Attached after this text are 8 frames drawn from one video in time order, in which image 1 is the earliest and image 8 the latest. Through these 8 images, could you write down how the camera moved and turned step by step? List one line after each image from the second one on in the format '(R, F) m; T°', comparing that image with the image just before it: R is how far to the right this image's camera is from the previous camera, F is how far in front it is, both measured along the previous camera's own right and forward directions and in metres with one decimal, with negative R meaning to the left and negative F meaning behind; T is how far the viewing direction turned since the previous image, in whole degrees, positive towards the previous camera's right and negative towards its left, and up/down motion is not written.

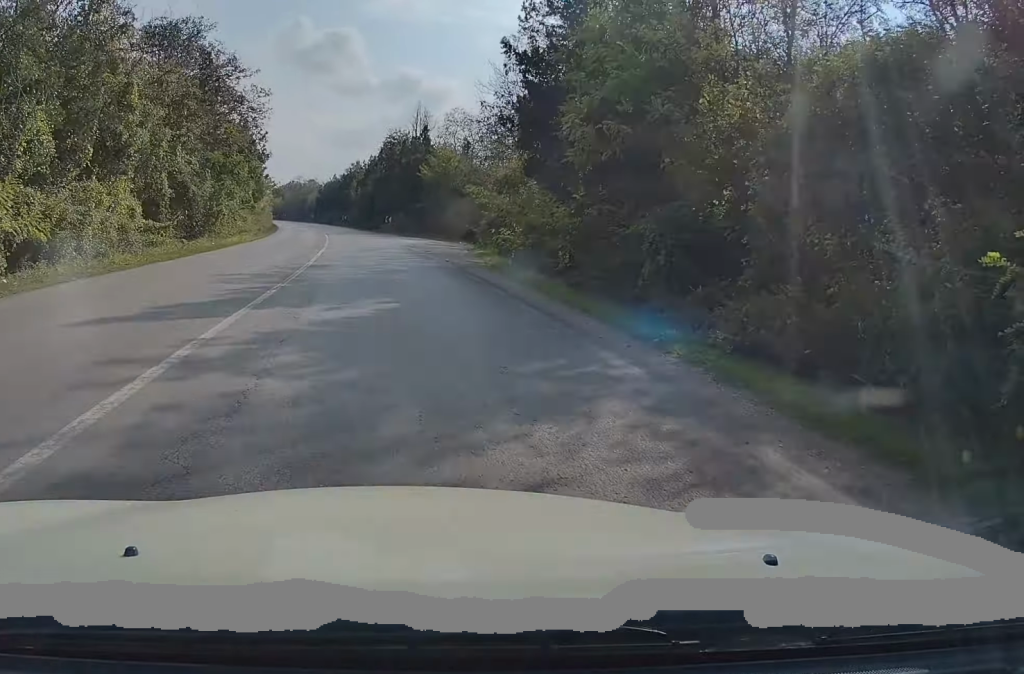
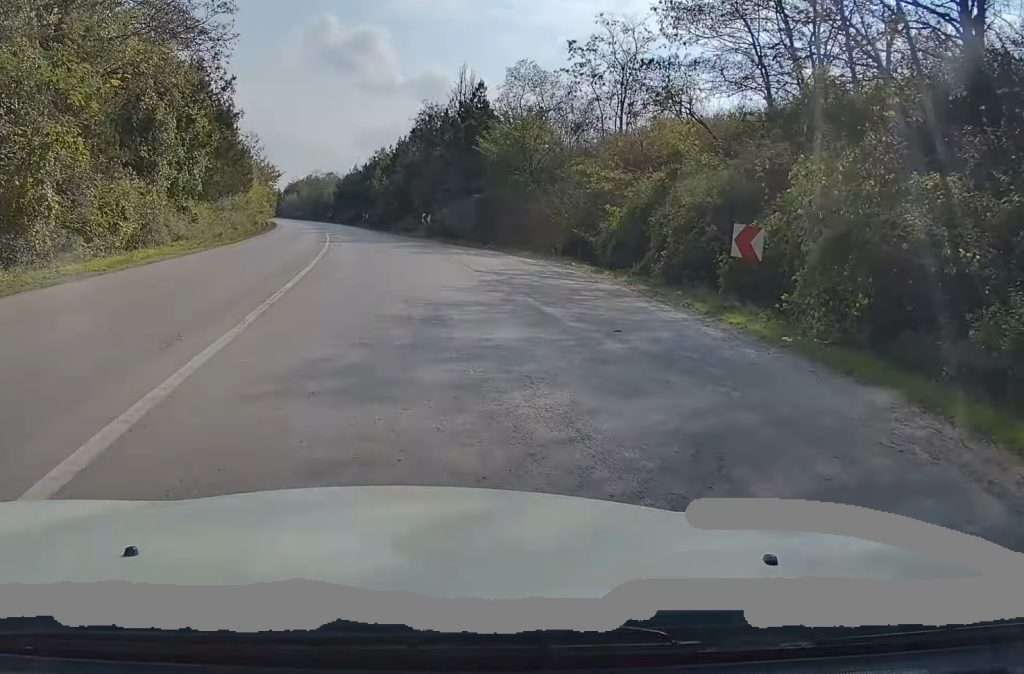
(-0.8, +25.1) m; -3°
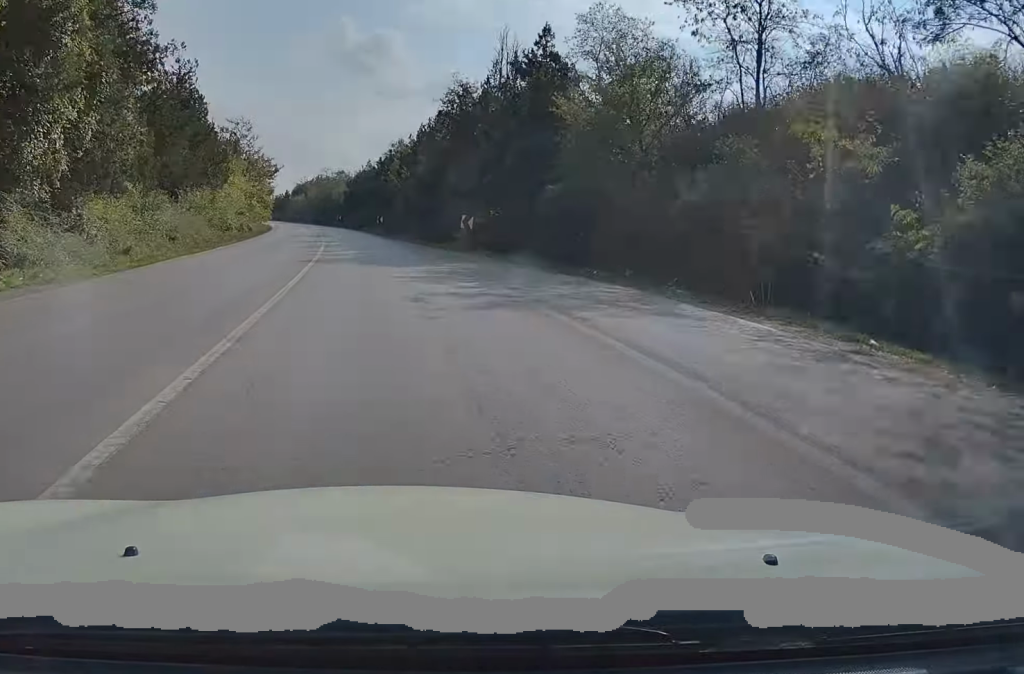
(-0.2, +17.2) m; -1°
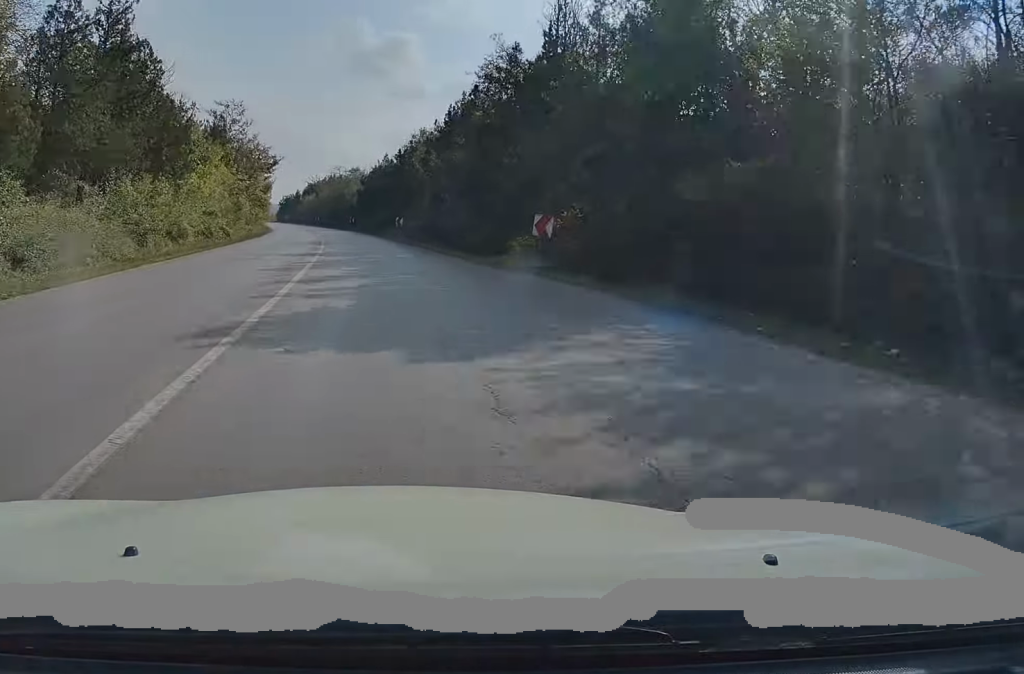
(+0.1, +14.4) m; -1°
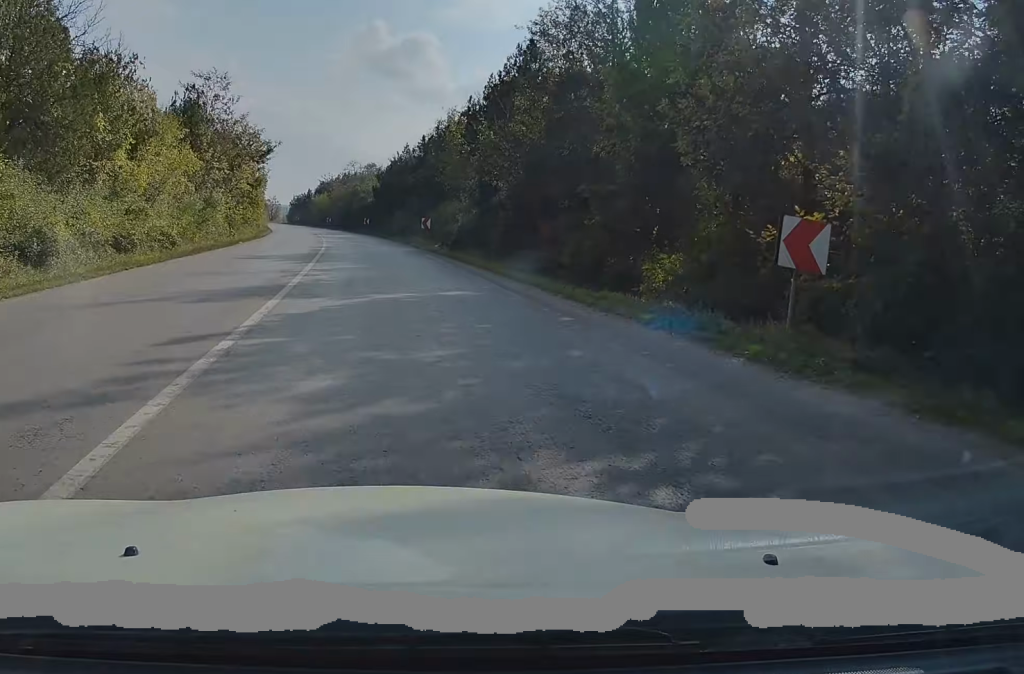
(-0.2, +14.4) m; -1°
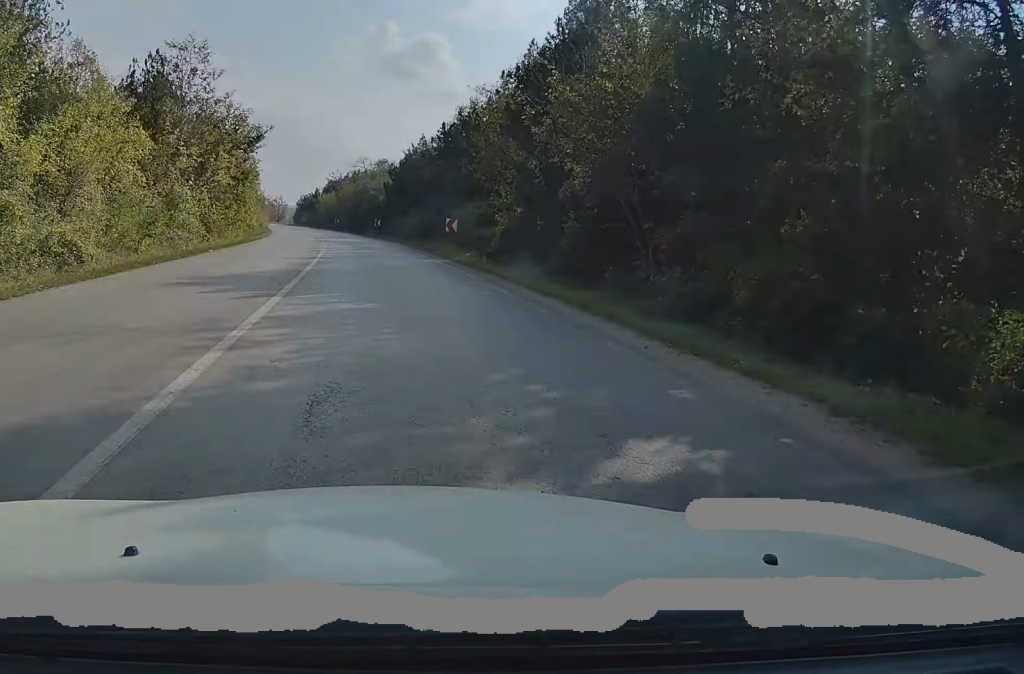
(-0.1, +10.1) m; -1°
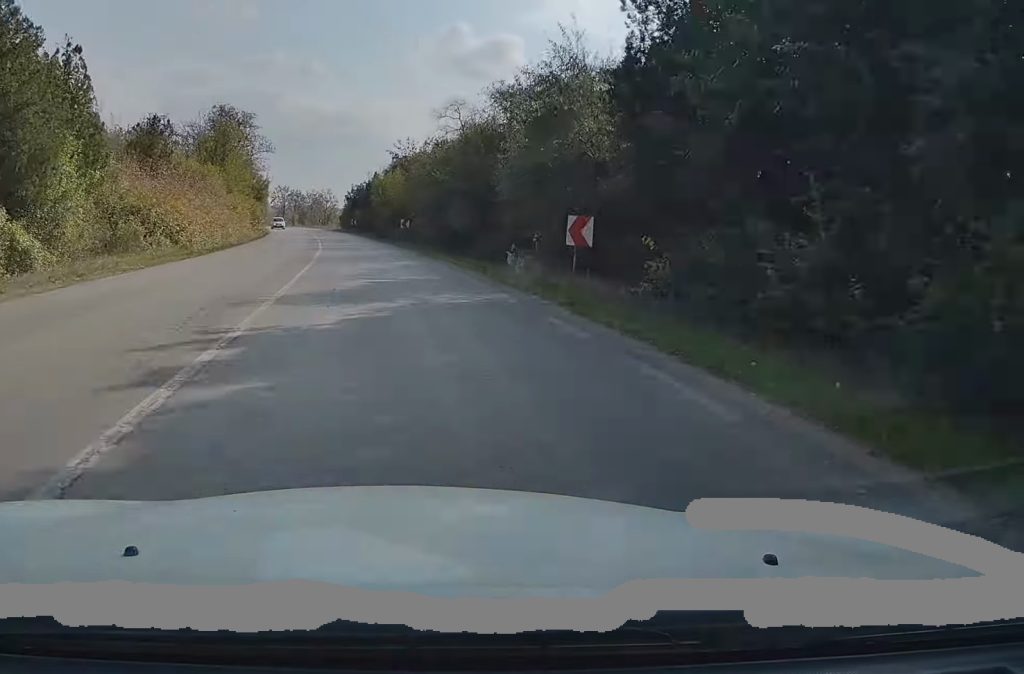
(-2.5, +61.8) m; -5°
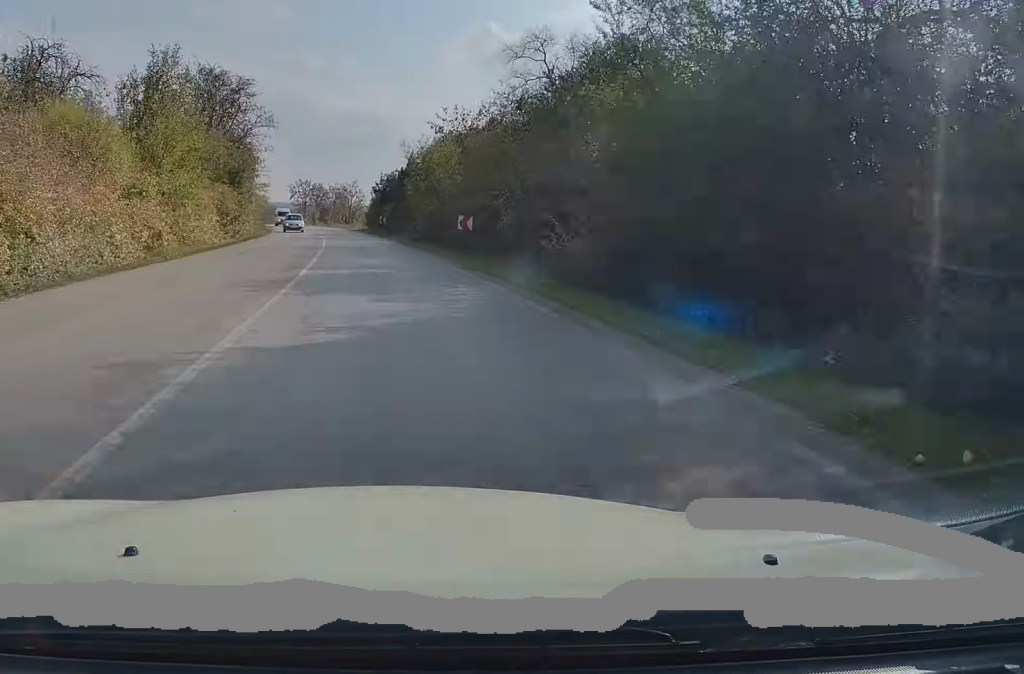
(-0.2, +22.6) m; -2°
